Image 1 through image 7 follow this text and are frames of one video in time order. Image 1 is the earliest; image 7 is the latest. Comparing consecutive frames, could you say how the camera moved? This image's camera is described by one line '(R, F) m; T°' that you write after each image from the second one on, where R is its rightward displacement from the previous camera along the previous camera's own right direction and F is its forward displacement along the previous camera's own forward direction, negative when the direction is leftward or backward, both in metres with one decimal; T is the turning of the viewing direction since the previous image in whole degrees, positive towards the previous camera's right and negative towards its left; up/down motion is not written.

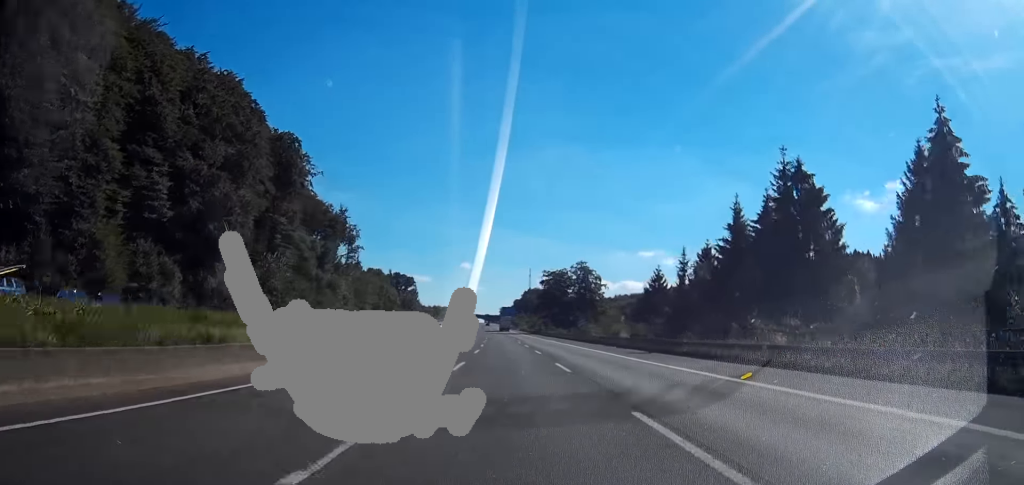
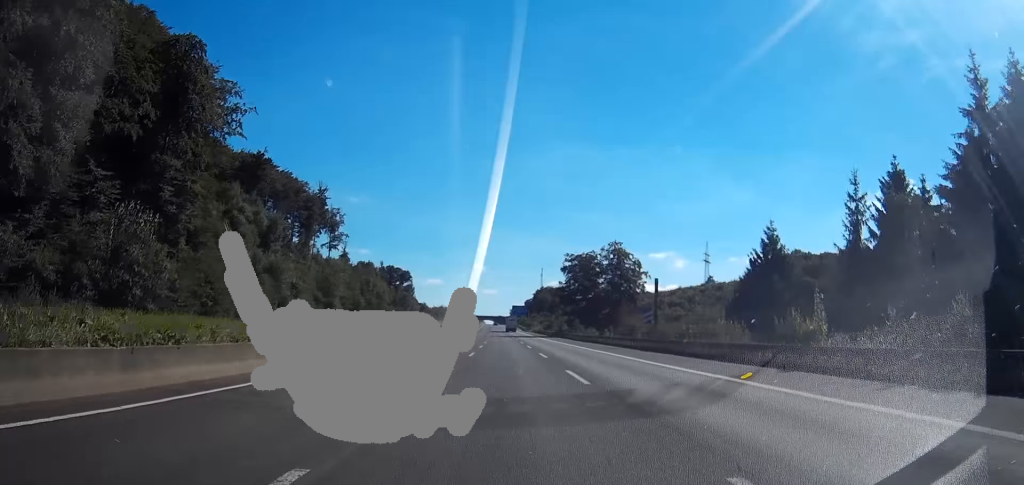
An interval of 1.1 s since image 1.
(-0.1, +41.6) m; 0°
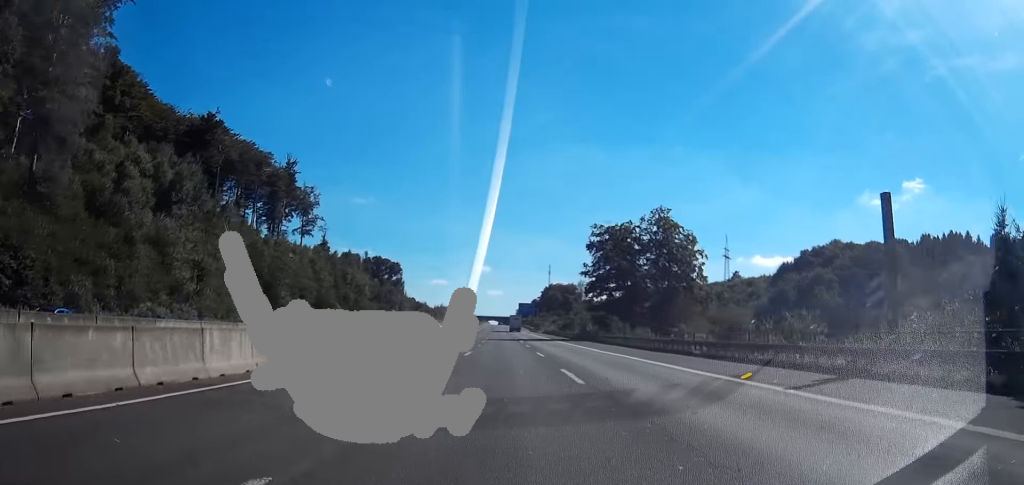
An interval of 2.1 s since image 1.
(-0.2, +36.7) m; 0°
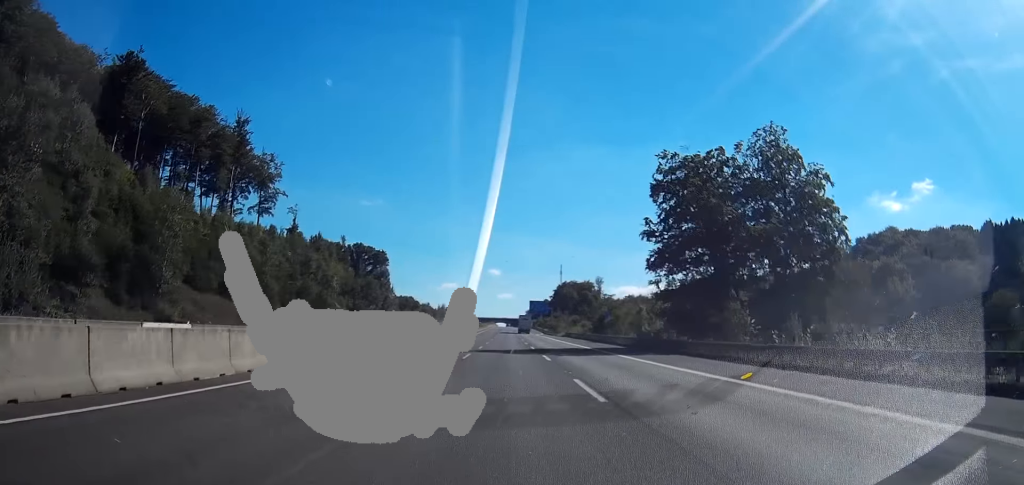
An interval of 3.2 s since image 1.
(-0.1, +40.4) m; 0°
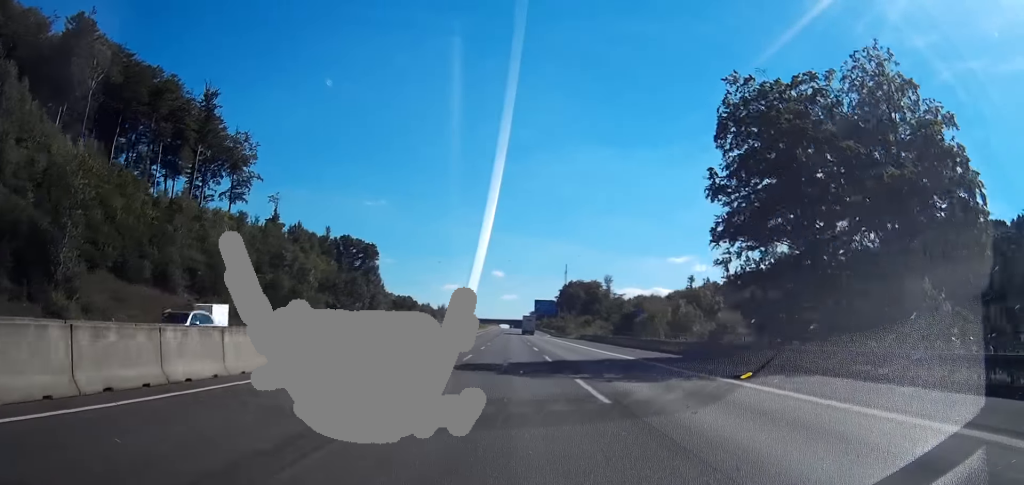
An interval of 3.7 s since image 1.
(+0.1, +18.3) m; 0°
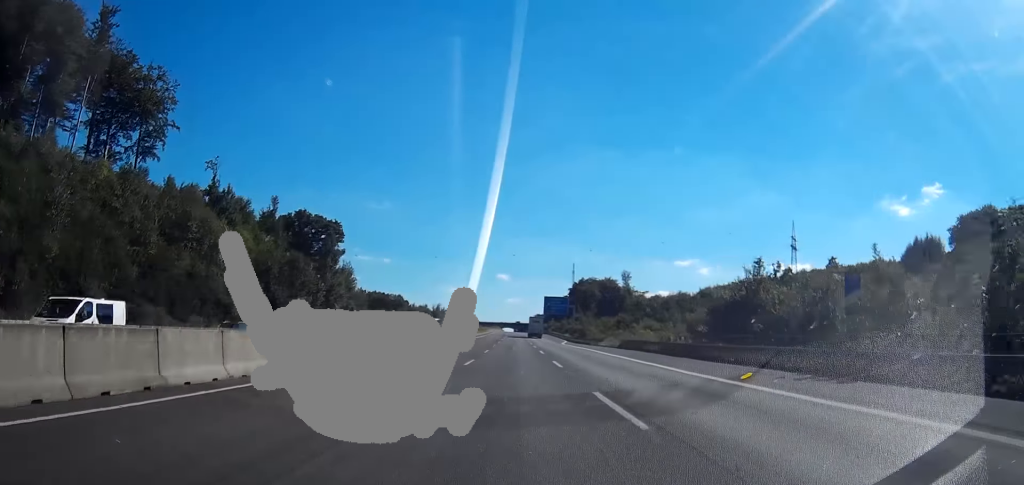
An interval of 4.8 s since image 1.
(+0.2, +38.9) m; 0°
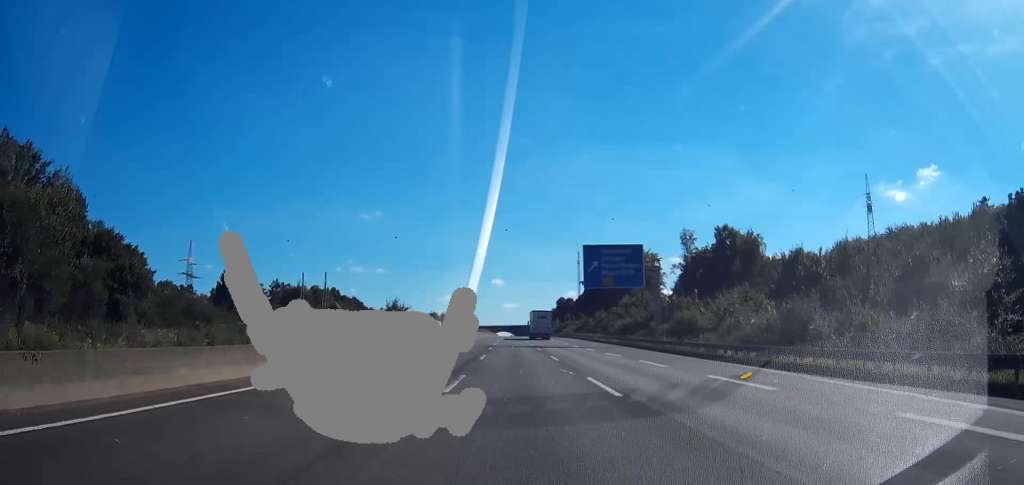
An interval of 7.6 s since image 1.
(+0.7, +101.8) m; 0°
